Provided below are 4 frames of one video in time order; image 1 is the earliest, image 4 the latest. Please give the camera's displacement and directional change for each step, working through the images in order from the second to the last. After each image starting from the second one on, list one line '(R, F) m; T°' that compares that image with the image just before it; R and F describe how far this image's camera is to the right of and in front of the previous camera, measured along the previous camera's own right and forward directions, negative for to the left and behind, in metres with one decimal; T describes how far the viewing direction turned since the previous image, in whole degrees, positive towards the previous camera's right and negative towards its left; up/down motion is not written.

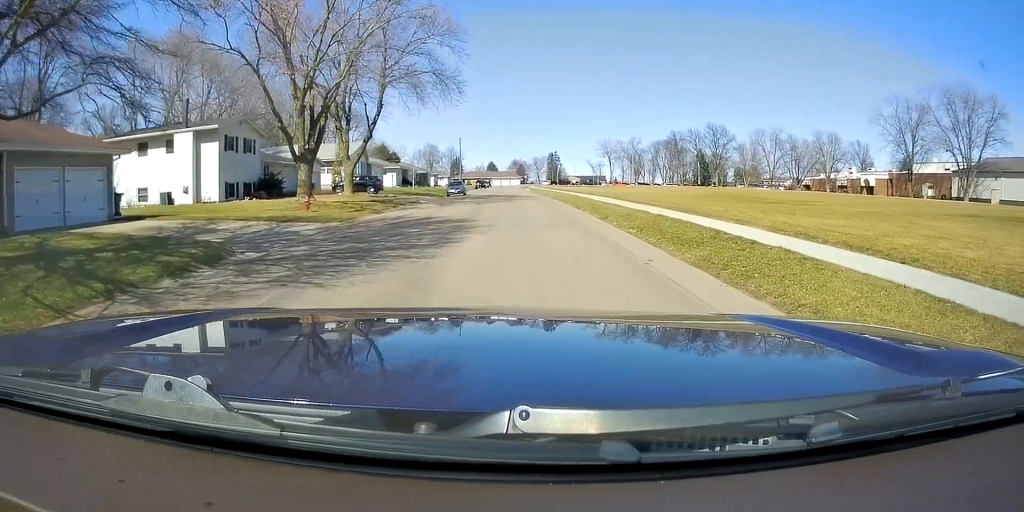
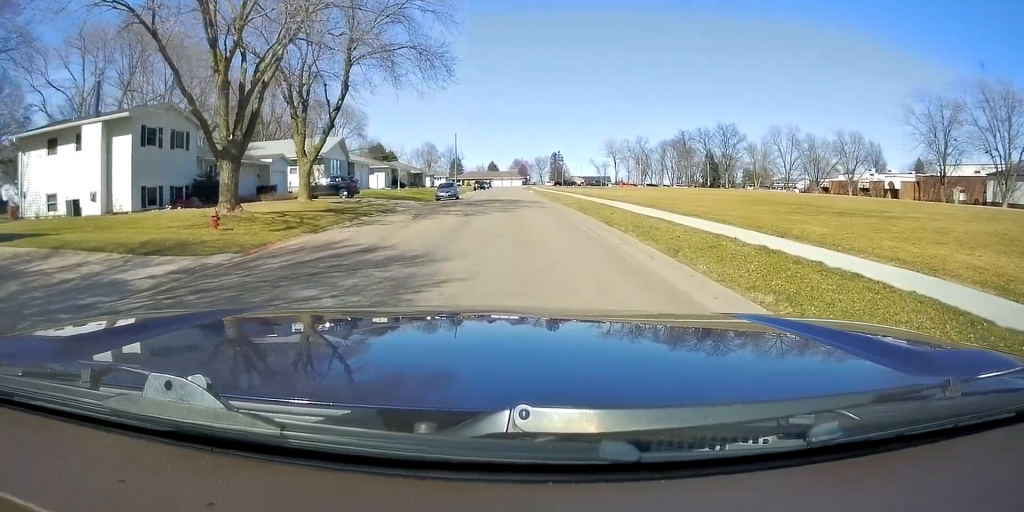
(+0.3, +9.1) m; +4°
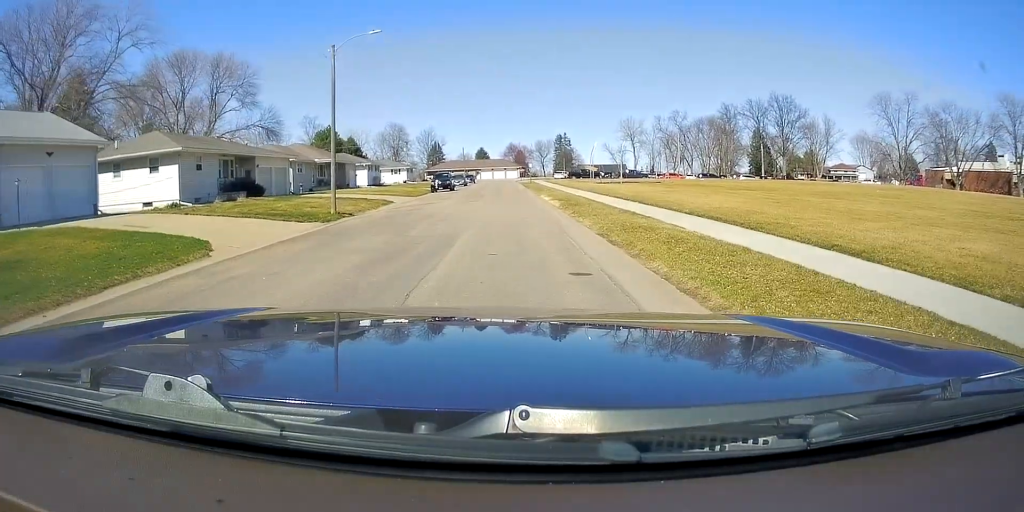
(-3.8, +50.0) m; -3°
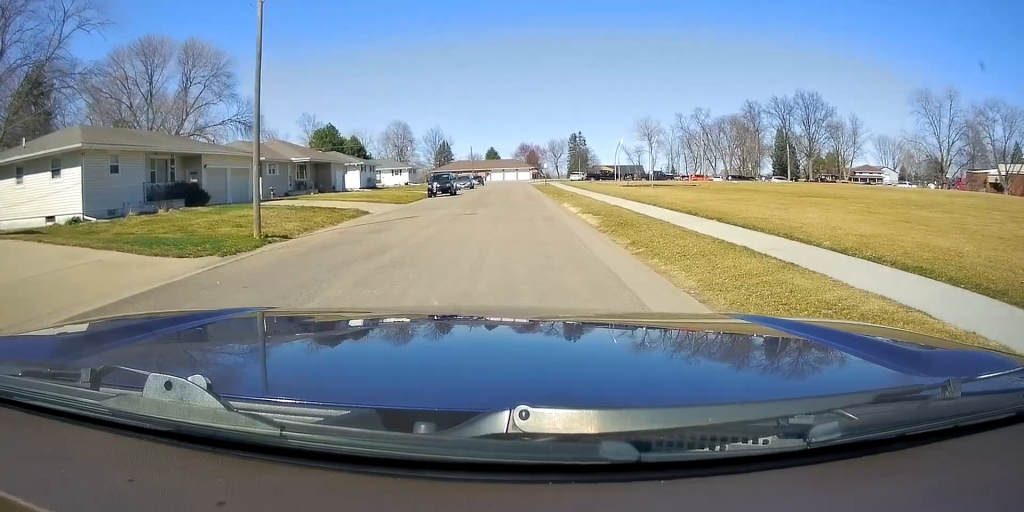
(+0.4, +9.4) m; 0°
